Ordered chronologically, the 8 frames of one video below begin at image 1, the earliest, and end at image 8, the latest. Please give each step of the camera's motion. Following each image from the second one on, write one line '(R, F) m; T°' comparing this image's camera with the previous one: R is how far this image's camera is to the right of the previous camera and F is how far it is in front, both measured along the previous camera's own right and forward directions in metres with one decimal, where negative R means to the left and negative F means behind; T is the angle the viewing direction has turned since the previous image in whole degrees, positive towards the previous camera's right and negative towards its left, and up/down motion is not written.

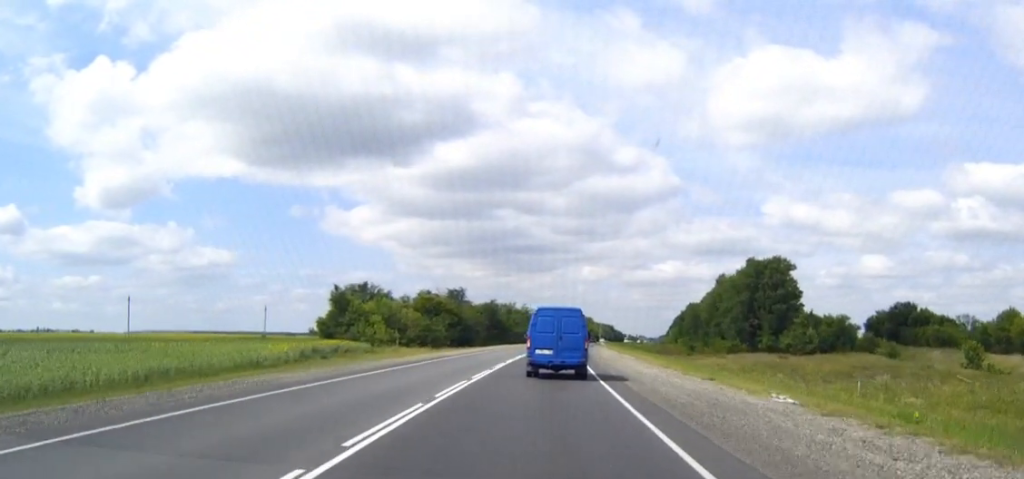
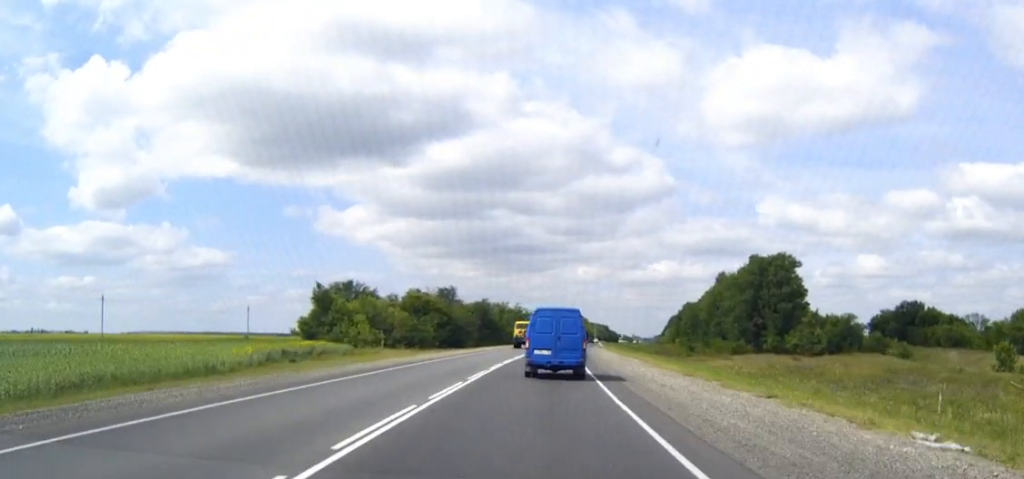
(0.0, +8.4) m; 0°
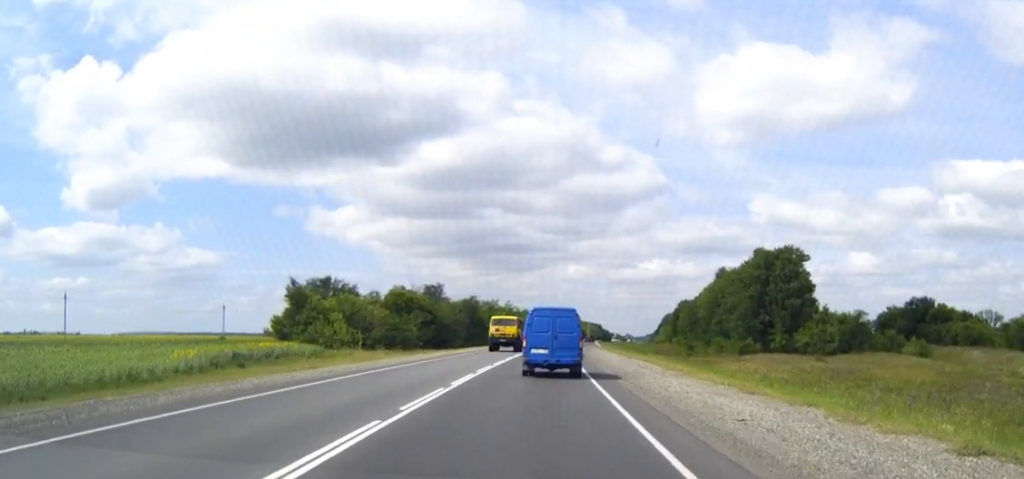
(+0.1, +10.9) m; +1°
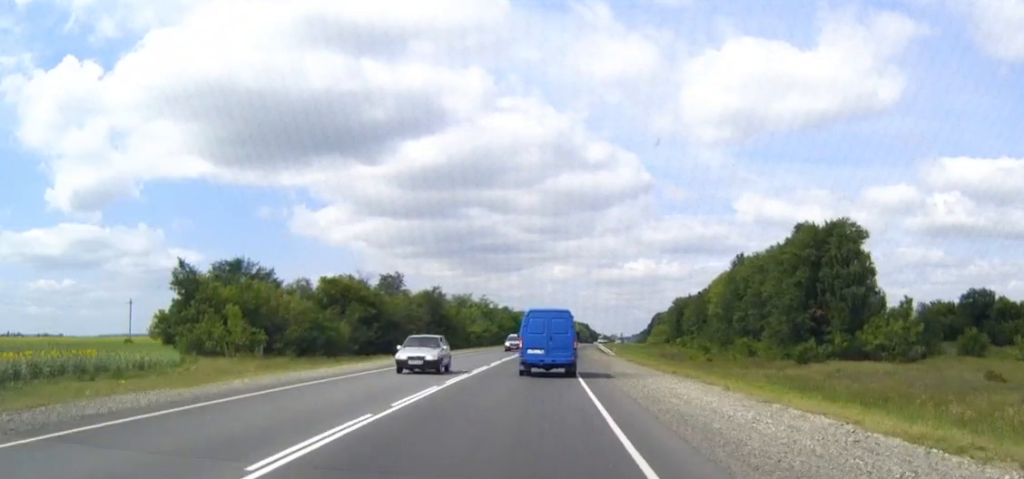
(+0.5, +38.9) m; +1°
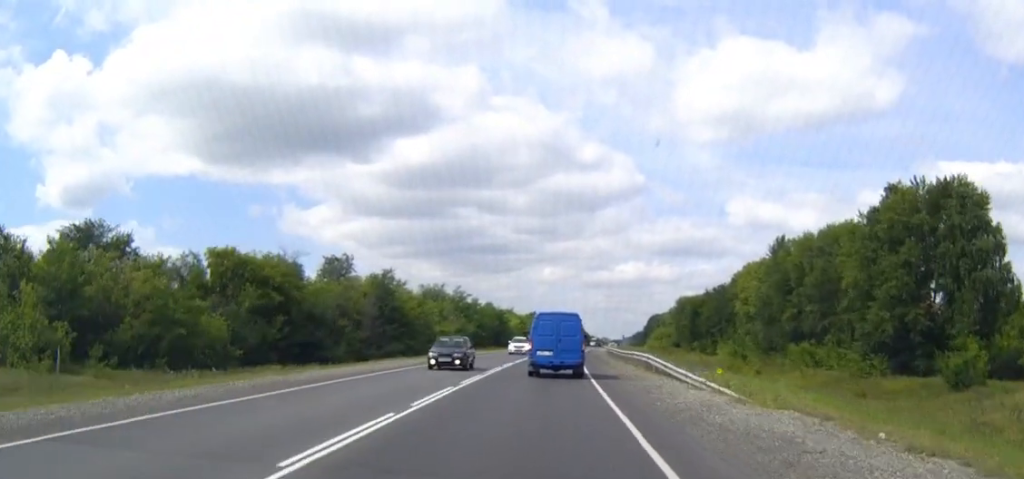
(+0.2, +40.0) m; +1°
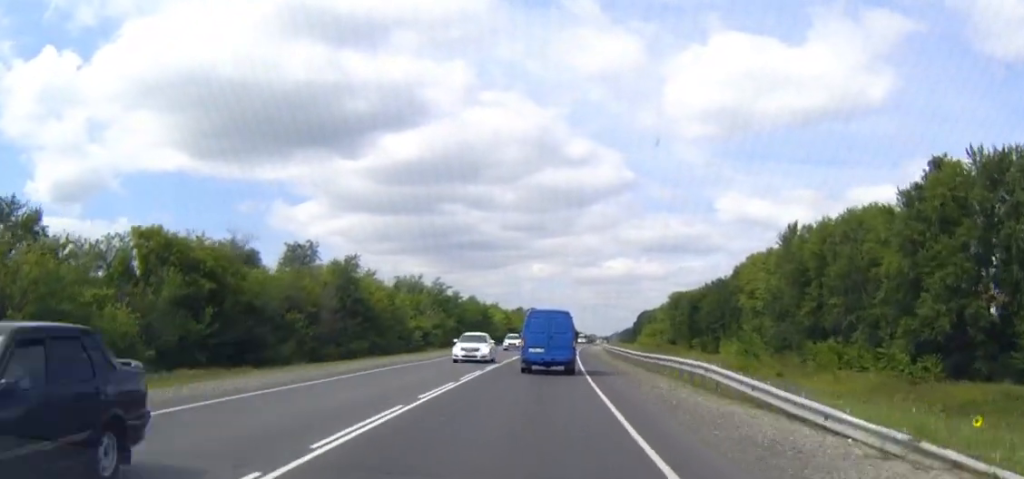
(+0.1, +14.9) m; +1°
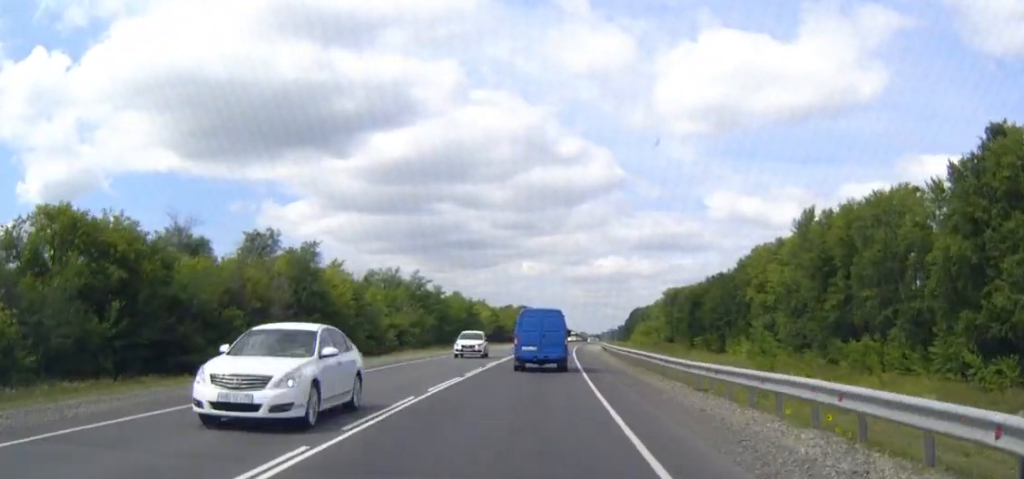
(0.0, +14.2) m; +1°
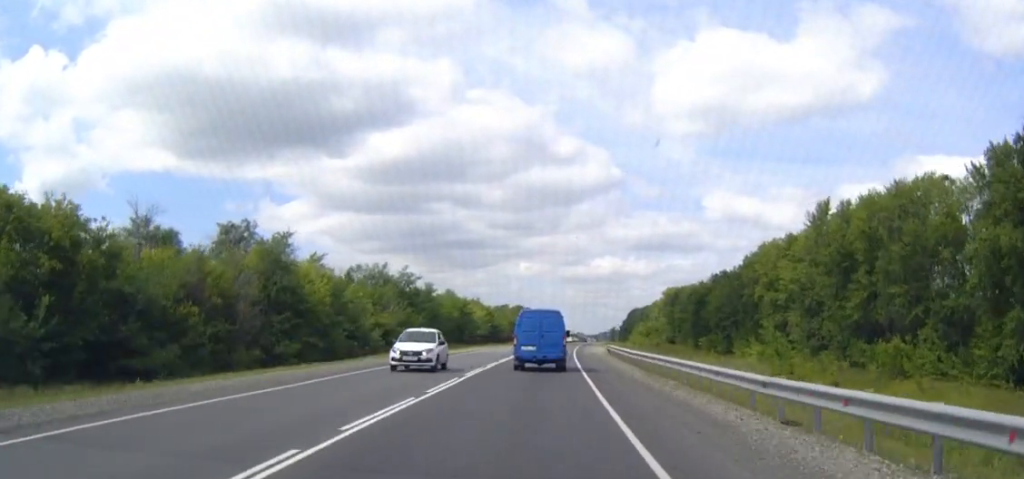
(+0.1, +8.3) m; 0°
